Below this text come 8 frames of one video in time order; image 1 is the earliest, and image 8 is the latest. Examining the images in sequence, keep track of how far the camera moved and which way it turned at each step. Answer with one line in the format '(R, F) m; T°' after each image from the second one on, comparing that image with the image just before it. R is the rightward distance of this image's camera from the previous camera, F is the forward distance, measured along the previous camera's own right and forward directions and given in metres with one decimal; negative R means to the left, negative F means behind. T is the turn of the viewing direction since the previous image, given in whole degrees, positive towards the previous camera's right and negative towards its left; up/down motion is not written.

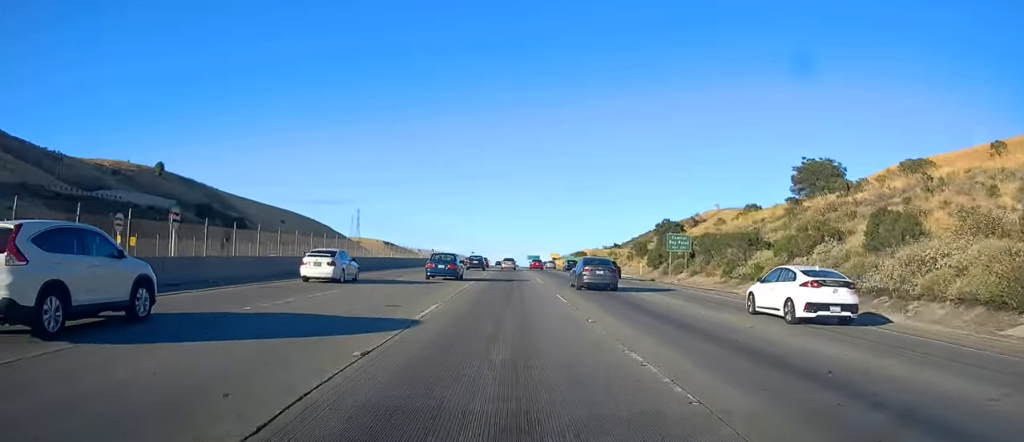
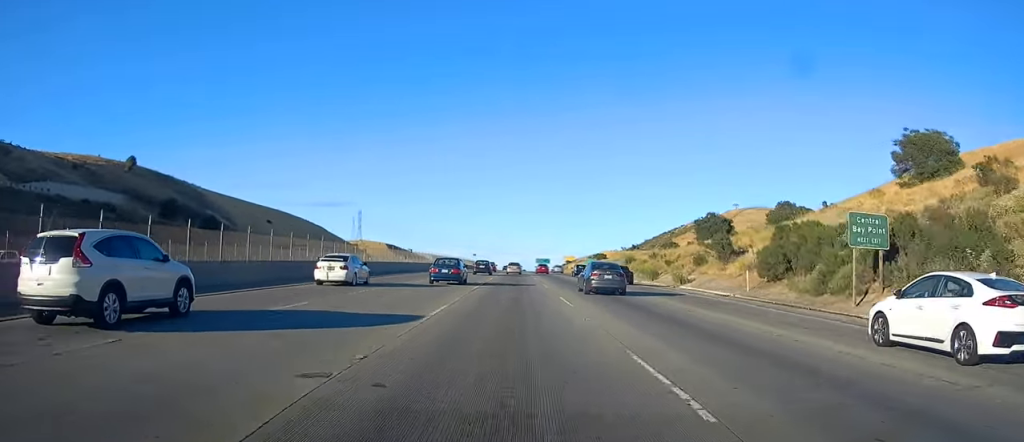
(+0.1, +29.4) m; 0°
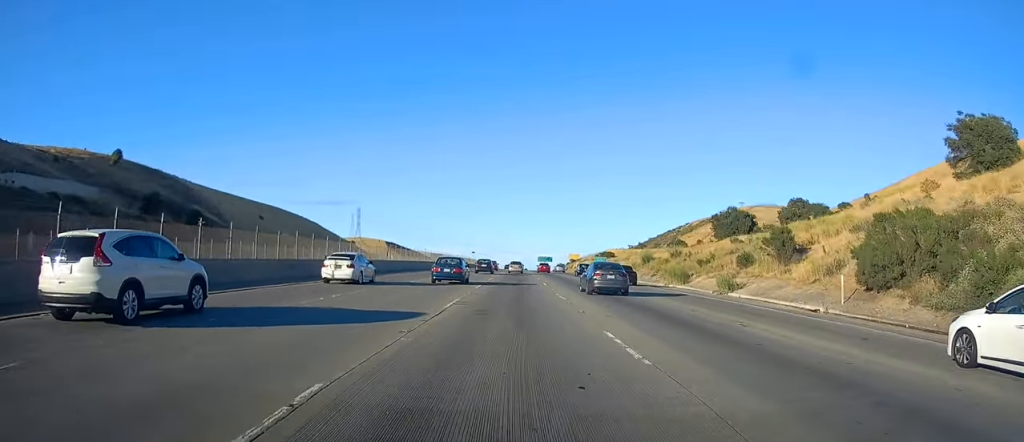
(0.0, +11.4) m; 0°
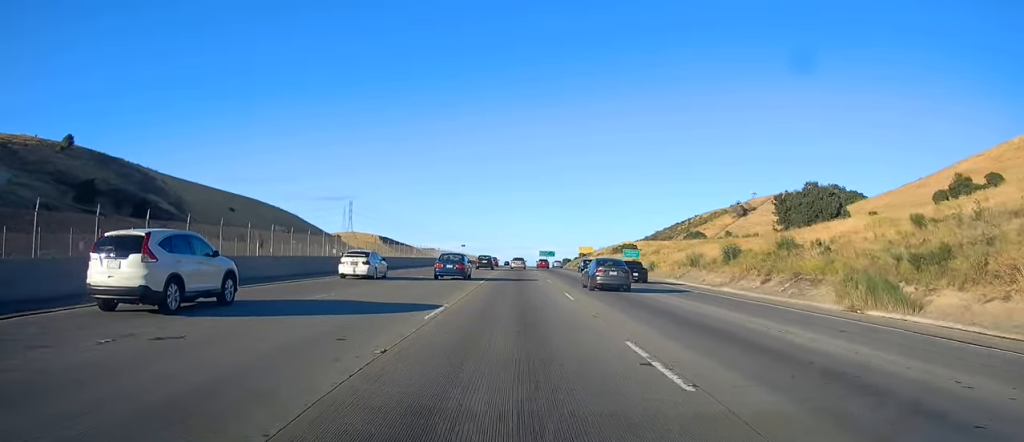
(-0.2, +31.6) m; -1°
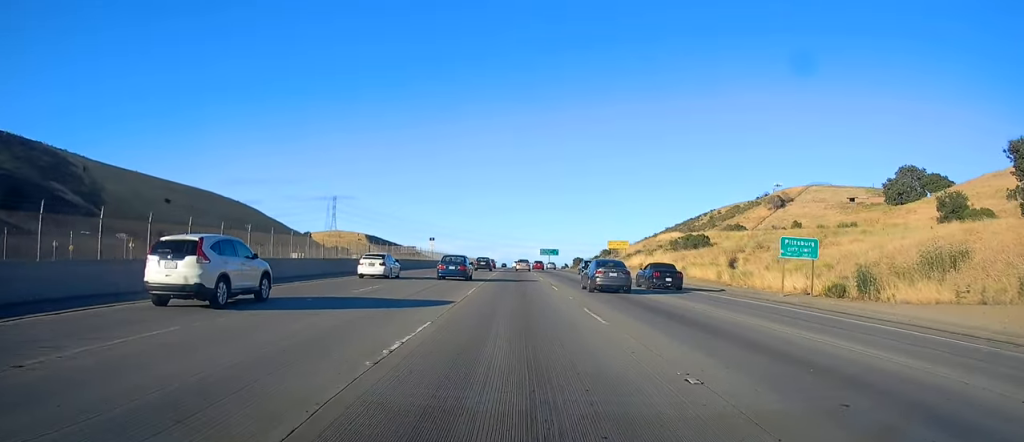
(-0.2, +51.2) m; 0°
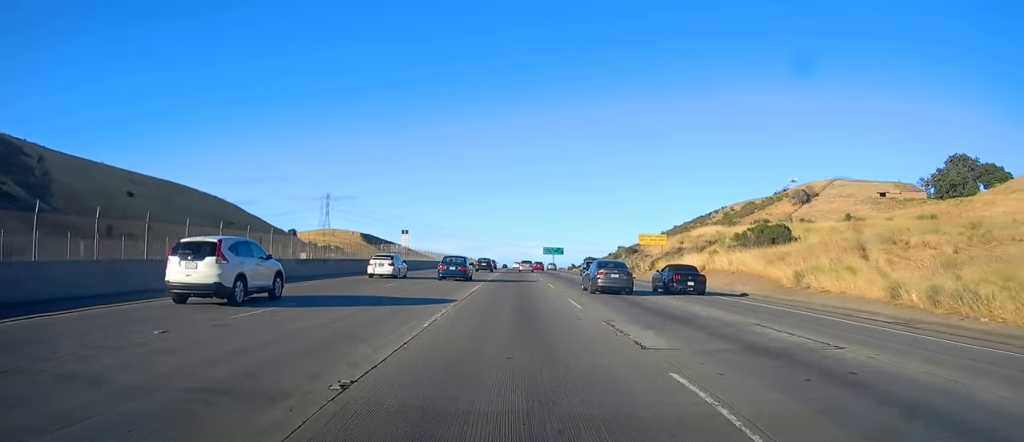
(-0.2, +24.7) m; +1°
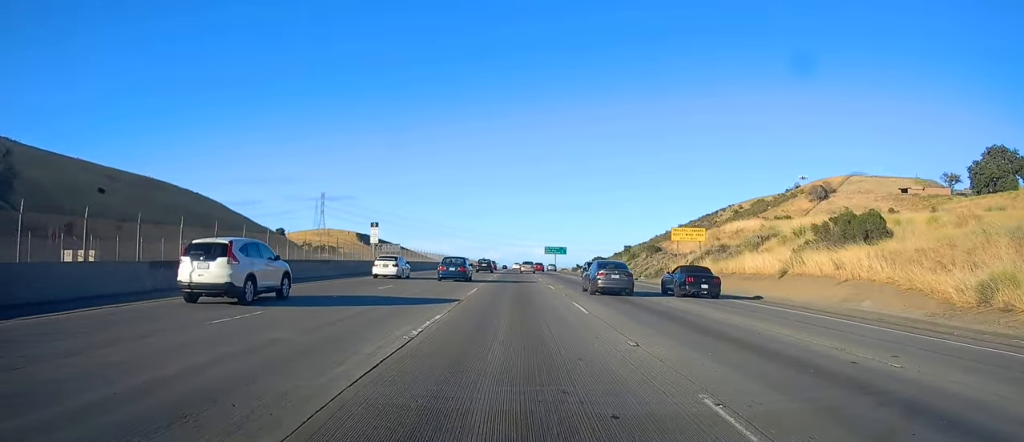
(+0.1, +15.9) m; 0°
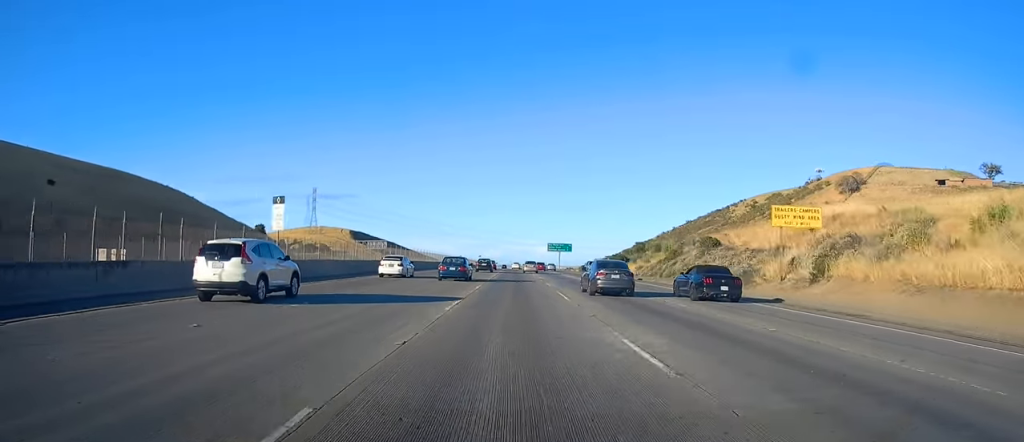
(+0.2, +24.0) m; 0°
